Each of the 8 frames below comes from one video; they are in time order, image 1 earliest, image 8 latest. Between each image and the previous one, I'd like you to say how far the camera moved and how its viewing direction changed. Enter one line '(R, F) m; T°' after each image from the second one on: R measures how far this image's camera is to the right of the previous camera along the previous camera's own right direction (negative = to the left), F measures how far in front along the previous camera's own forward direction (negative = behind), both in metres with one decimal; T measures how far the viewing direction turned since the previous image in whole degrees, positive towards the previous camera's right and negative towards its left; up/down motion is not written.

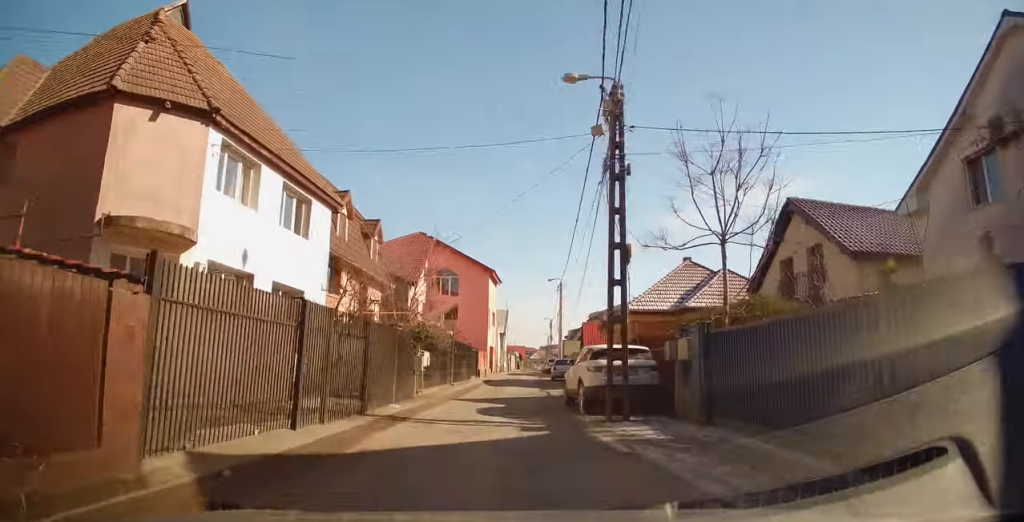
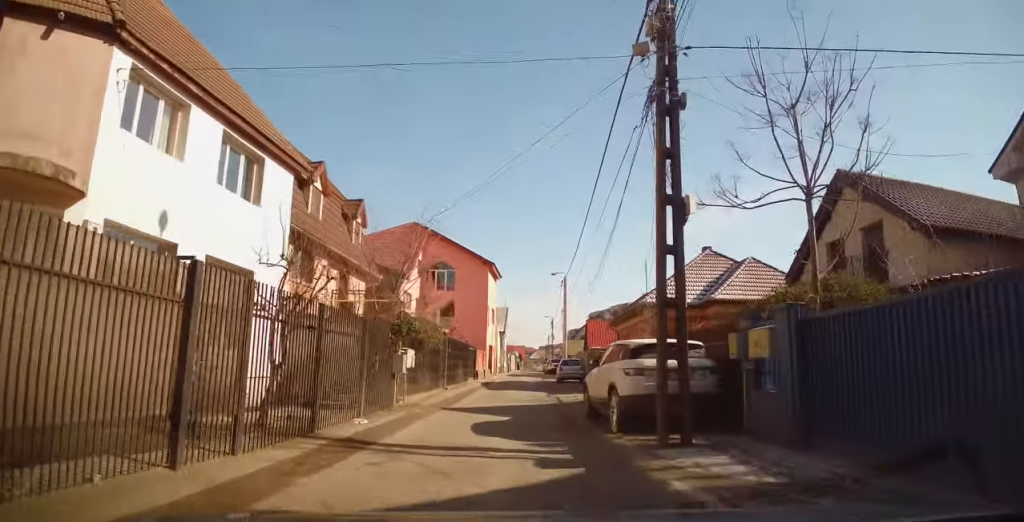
(0.0, +3.2) m; 0°
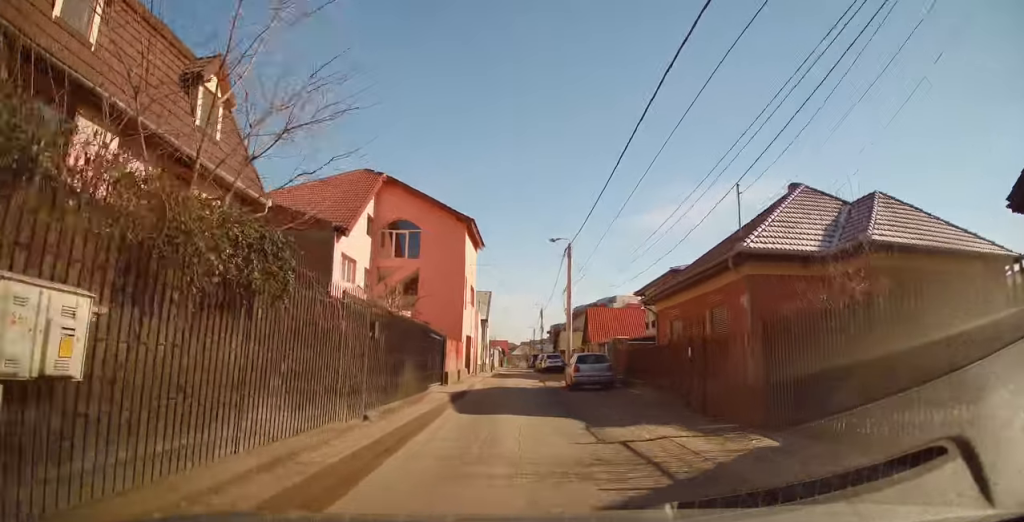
(0.0, +10.6) m; 0°
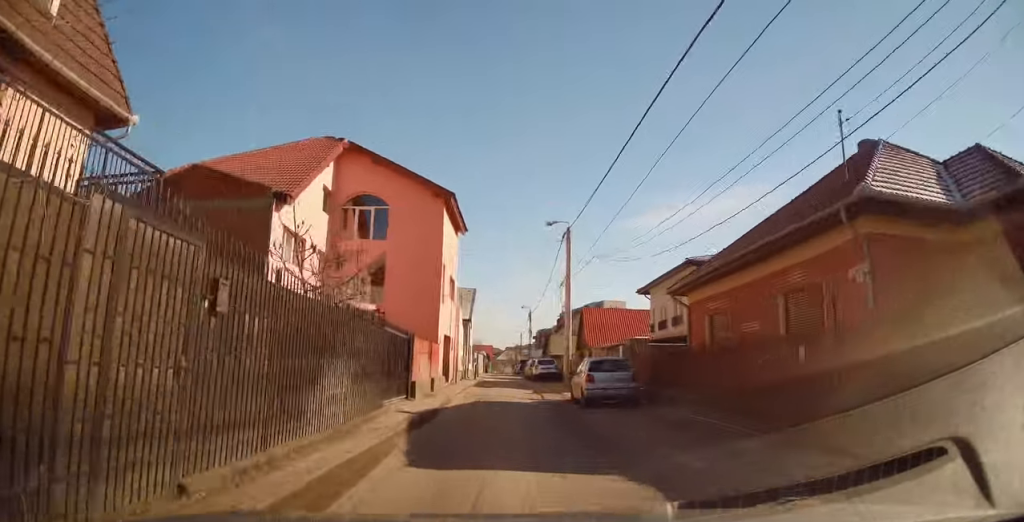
(0.0, +5.1) m; +1°
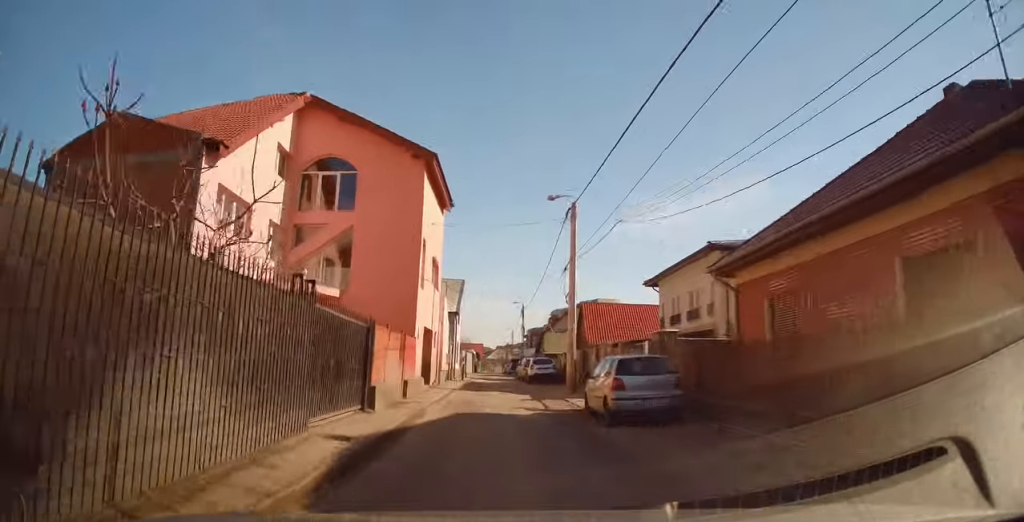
(-0.1, +4.0) m; +1°
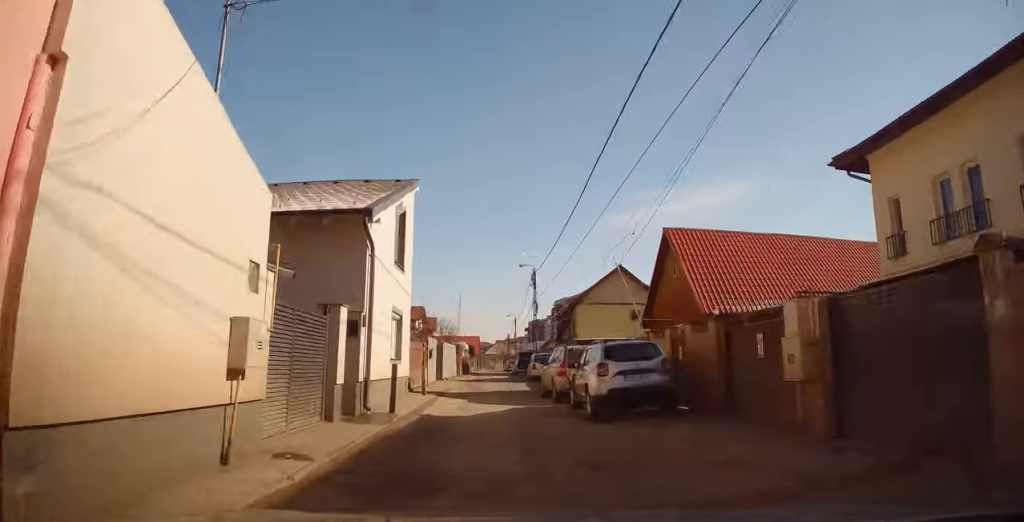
(+1.2, +21.8) m; +4°
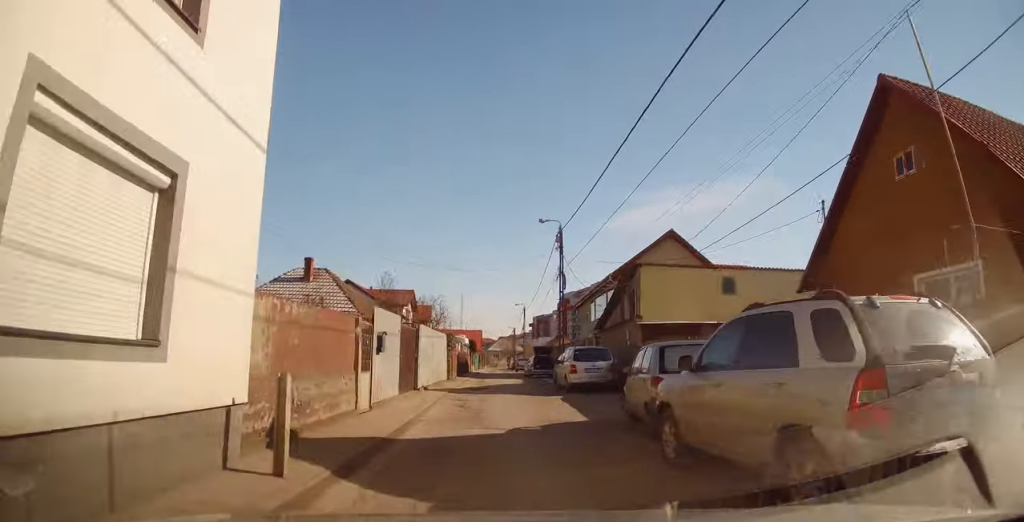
(+0.1, +12.5) m; 0°
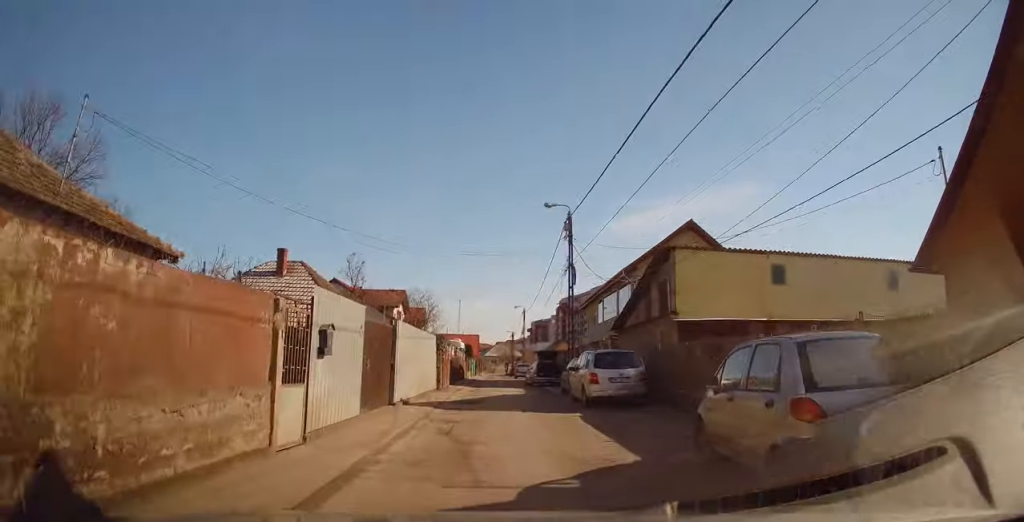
(0.0, +3.8) m; 0°
